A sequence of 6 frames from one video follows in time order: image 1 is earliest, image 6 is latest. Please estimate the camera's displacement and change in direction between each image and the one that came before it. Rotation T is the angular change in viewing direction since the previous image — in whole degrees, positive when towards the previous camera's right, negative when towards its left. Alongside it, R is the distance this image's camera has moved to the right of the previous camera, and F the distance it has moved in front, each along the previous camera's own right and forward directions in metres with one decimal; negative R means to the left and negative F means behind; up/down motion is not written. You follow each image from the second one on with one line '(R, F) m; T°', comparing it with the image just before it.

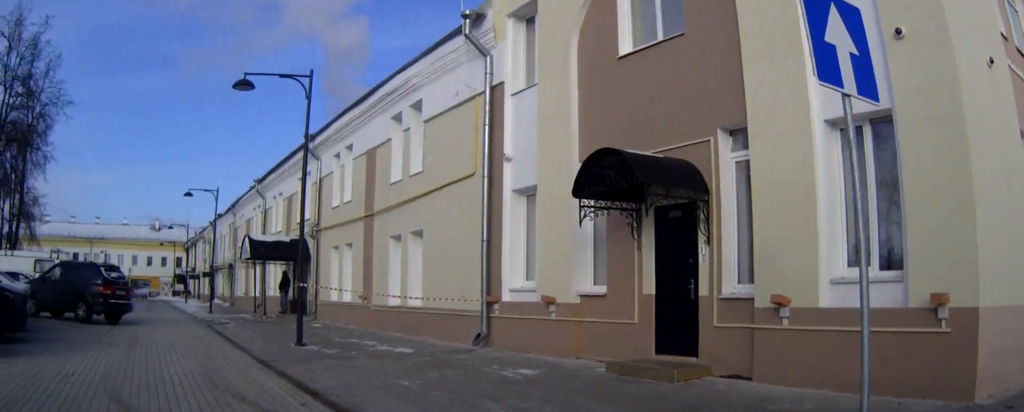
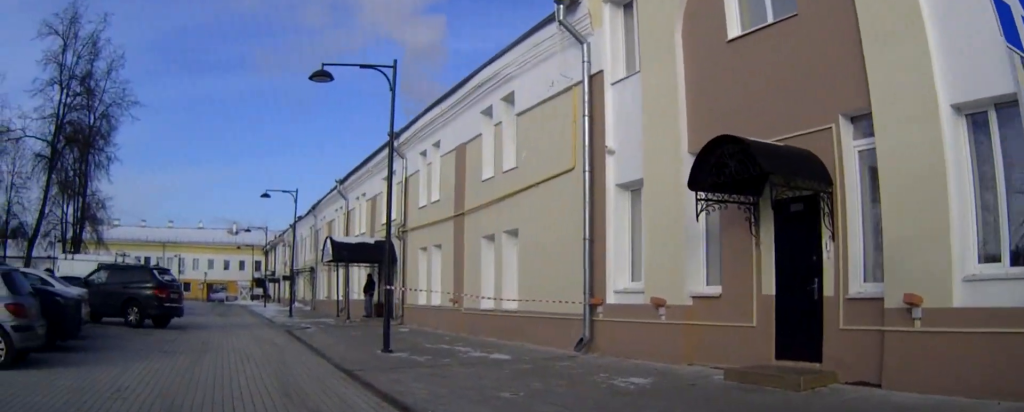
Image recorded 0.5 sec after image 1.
(-0.1, +1.1) m; -7°
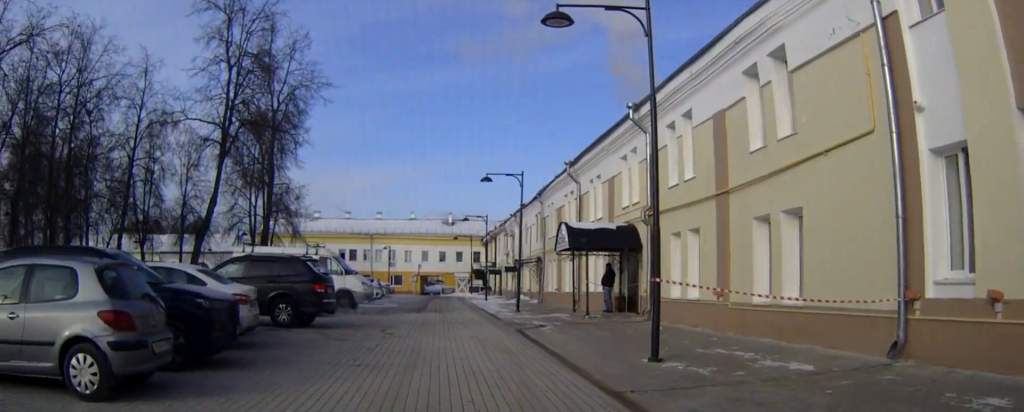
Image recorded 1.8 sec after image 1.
(-0.4, +2.7) m; -12°
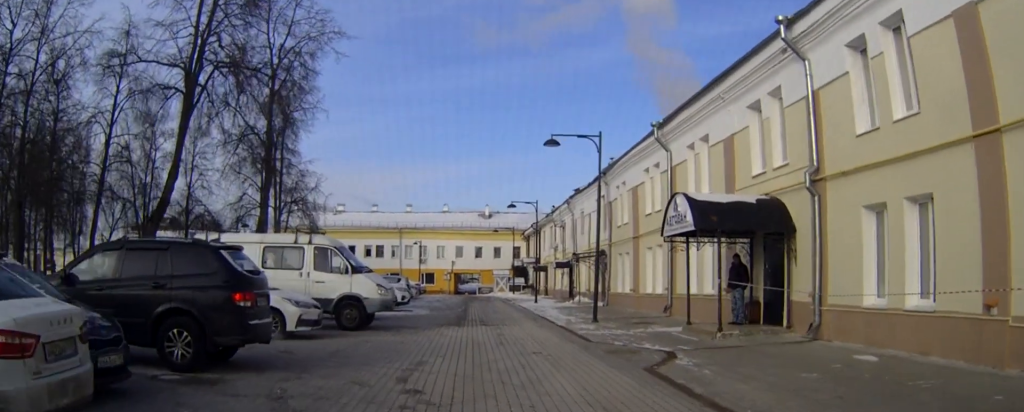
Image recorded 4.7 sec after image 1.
(-0.2, +8.2) m; -1°
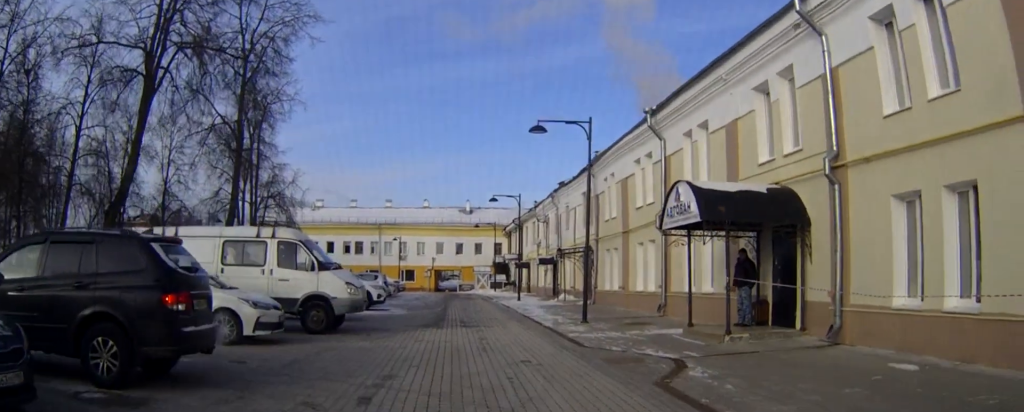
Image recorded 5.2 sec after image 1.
(0.0, +1.6) m; +1°
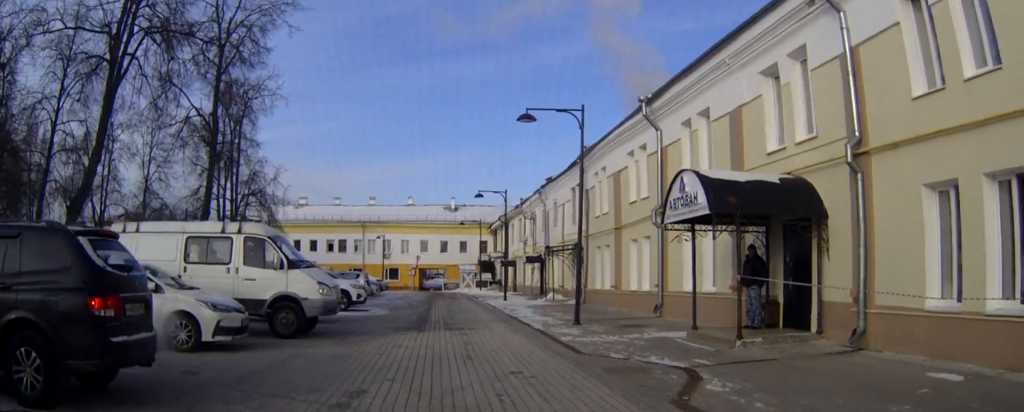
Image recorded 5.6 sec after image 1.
(0.0, +1.5) m; 0°
